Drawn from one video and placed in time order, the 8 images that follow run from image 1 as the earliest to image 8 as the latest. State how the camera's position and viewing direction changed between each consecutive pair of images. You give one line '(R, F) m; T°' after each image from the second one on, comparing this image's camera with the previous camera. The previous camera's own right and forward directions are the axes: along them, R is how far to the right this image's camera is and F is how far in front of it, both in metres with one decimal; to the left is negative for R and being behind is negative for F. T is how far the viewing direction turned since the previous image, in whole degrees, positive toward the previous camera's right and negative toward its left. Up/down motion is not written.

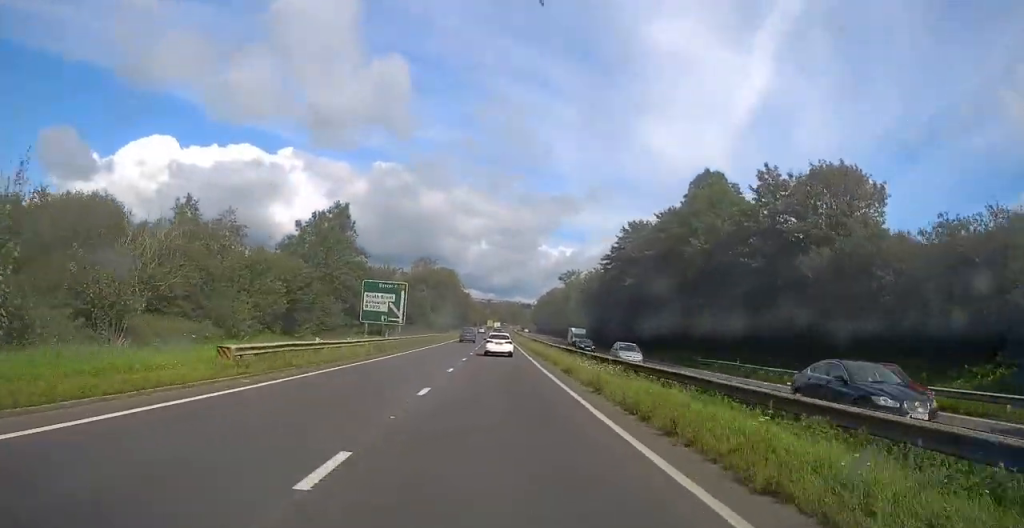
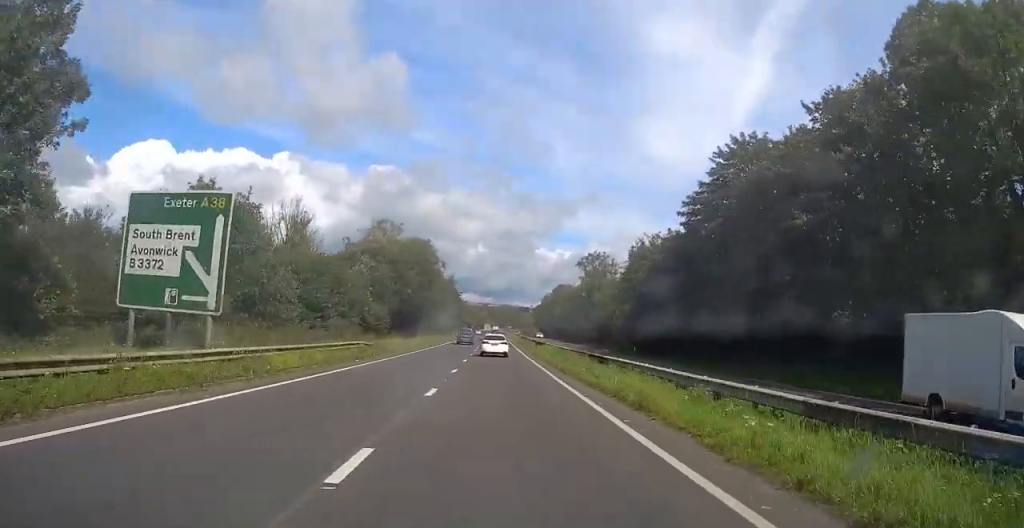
(+0.3, +47.5) m; 0°
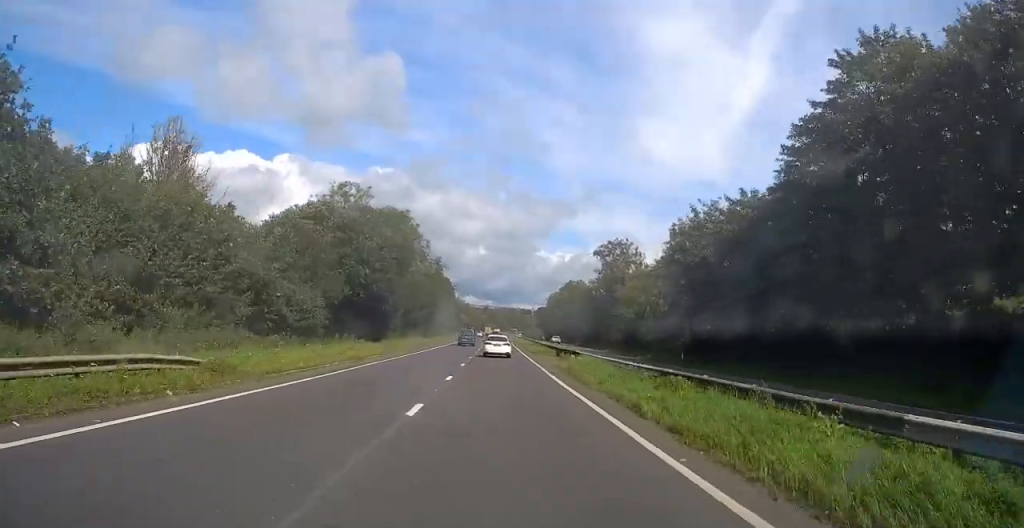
(0.0, +23.1) m; 0°
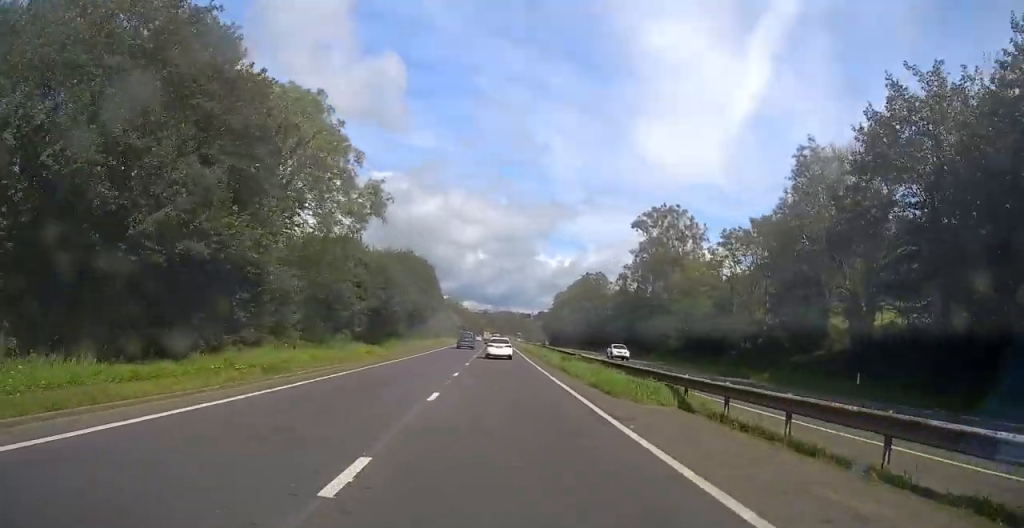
(0.0, +35.2) m; 0°
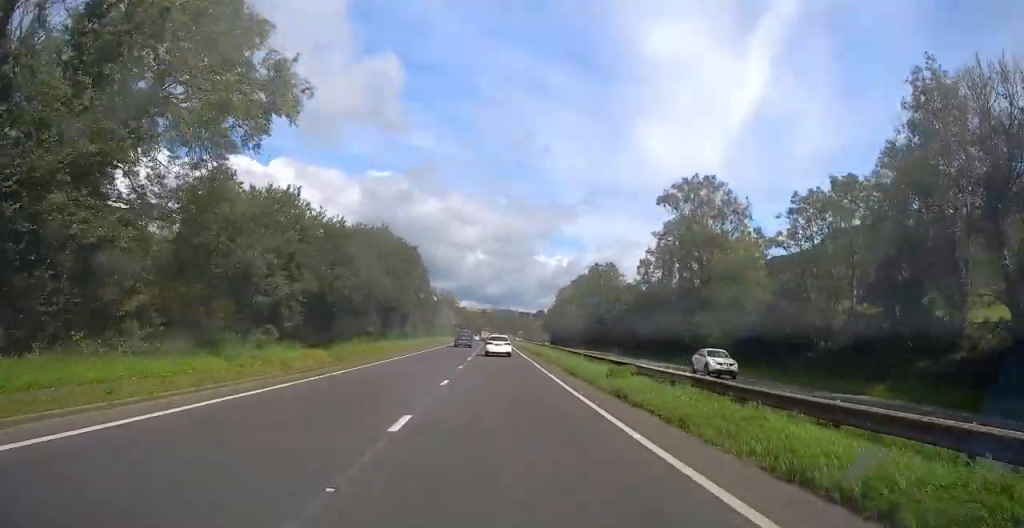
(0.0, +15.0) m; 0°
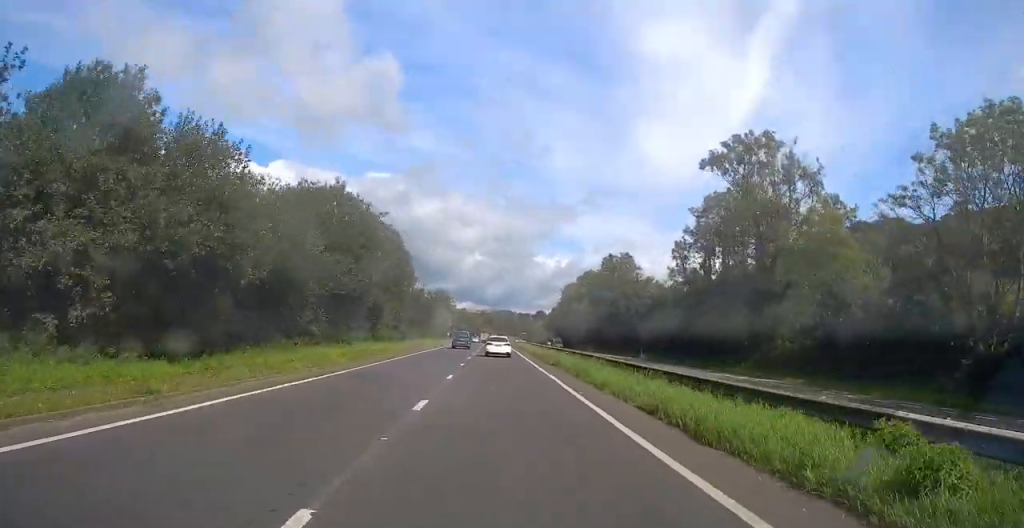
(0.0, +16.0) m; 0°
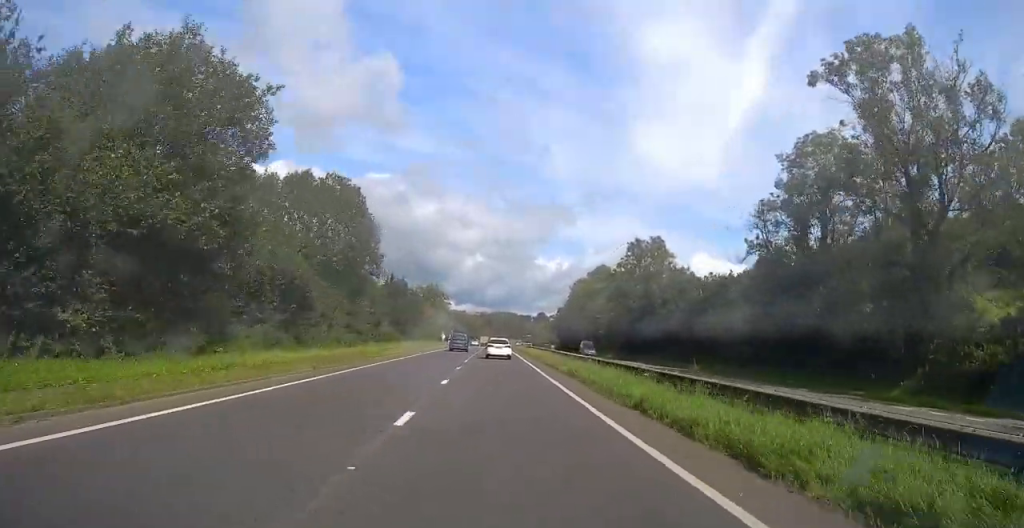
(0.0, +21.0) m; 0°
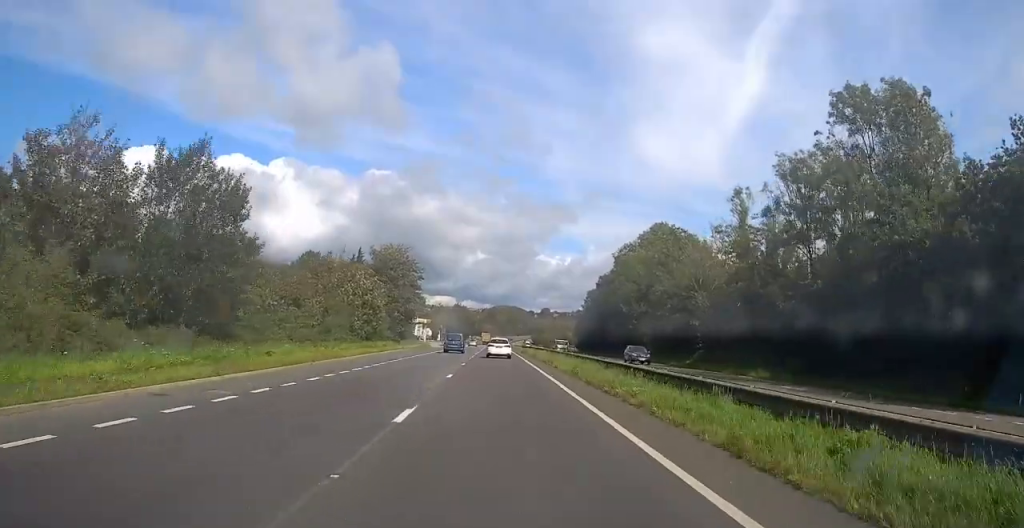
(+2.6, +58.2) m; +2°
